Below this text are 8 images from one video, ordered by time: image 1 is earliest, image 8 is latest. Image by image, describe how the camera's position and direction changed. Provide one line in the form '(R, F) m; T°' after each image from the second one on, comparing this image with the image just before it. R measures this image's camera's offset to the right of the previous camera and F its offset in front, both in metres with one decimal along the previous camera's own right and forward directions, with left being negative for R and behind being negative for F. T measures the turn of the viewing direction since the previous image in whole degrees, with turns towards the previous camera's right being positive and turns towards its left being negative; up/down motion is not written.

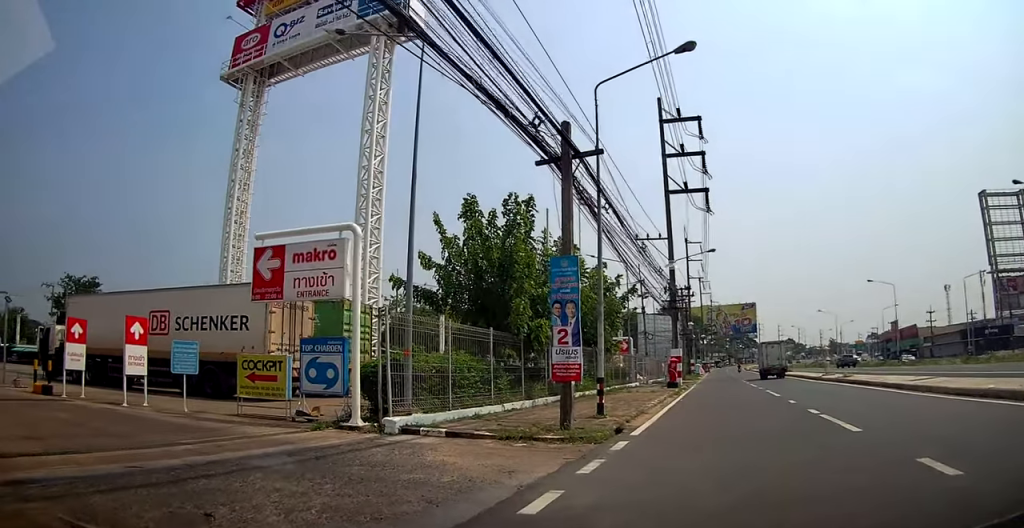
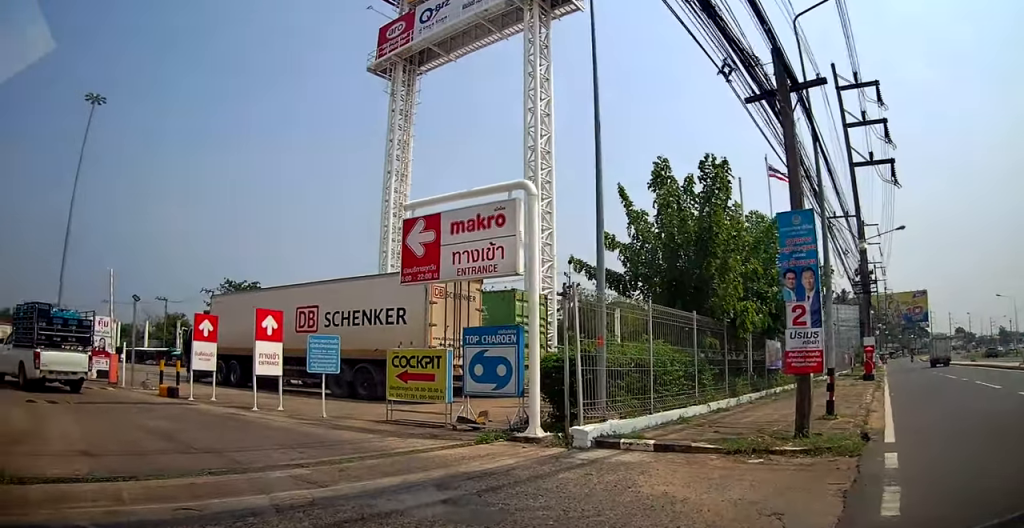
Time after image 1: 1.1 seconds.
(-0.5, +6.1) m; -9°
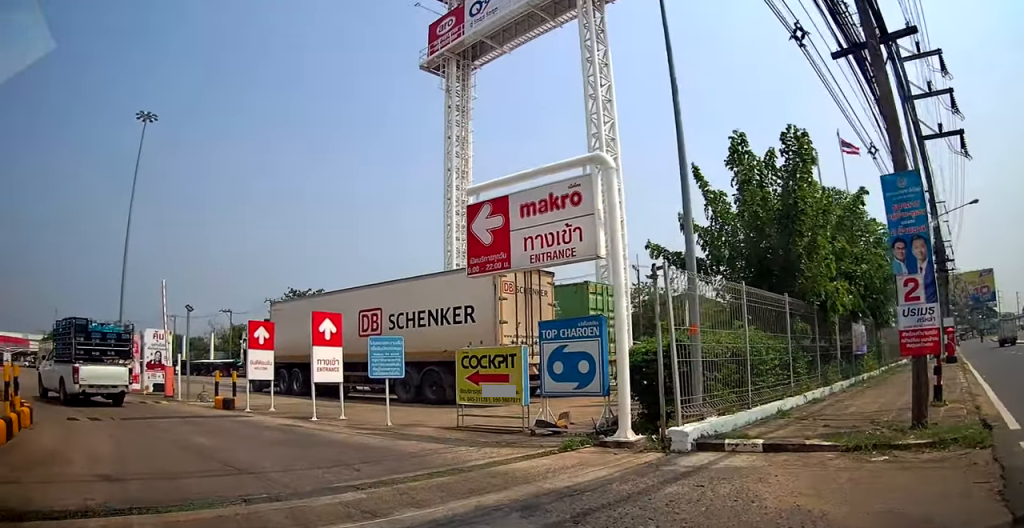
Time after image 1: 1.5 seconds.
(-0.2, +2.5) m; -3°
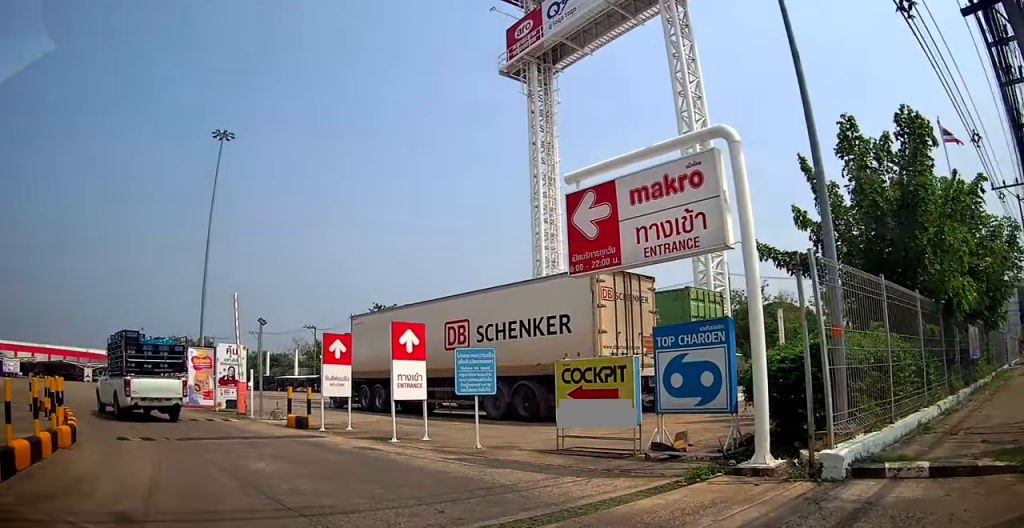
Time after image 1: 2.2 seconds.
(0.0, +3.4) m; 0°
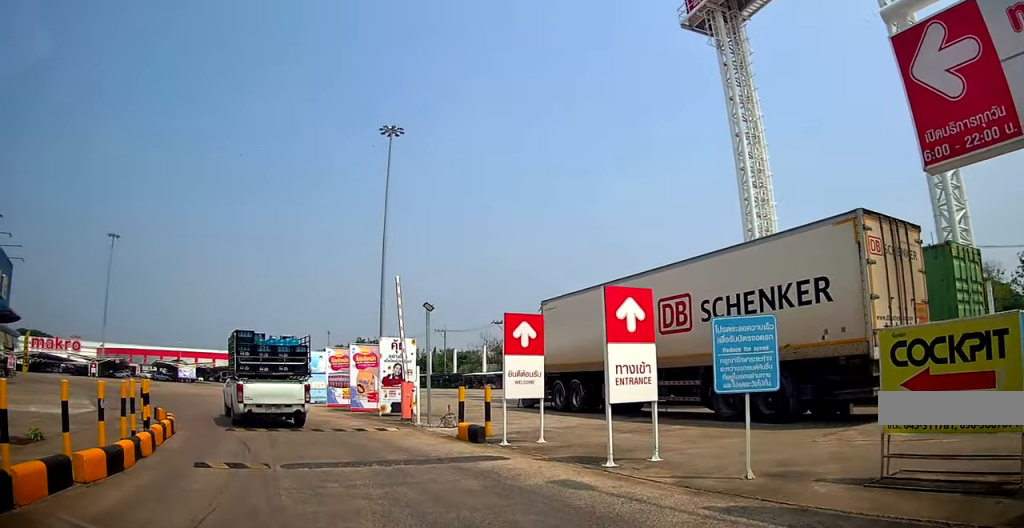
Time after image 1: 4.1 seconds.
(-0.9, +10.0) m; -14°
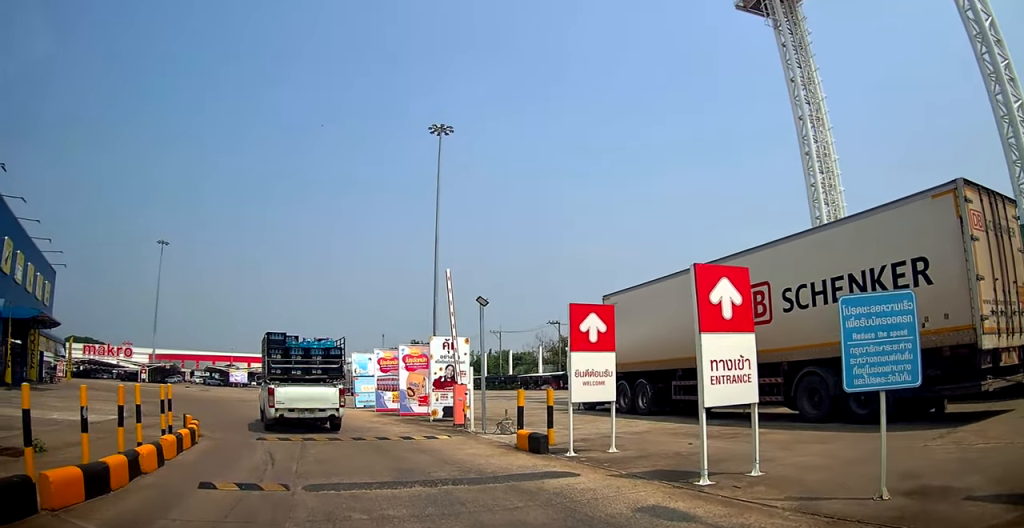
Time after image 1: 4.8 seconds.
(-0.2, +3.5) m; -2°
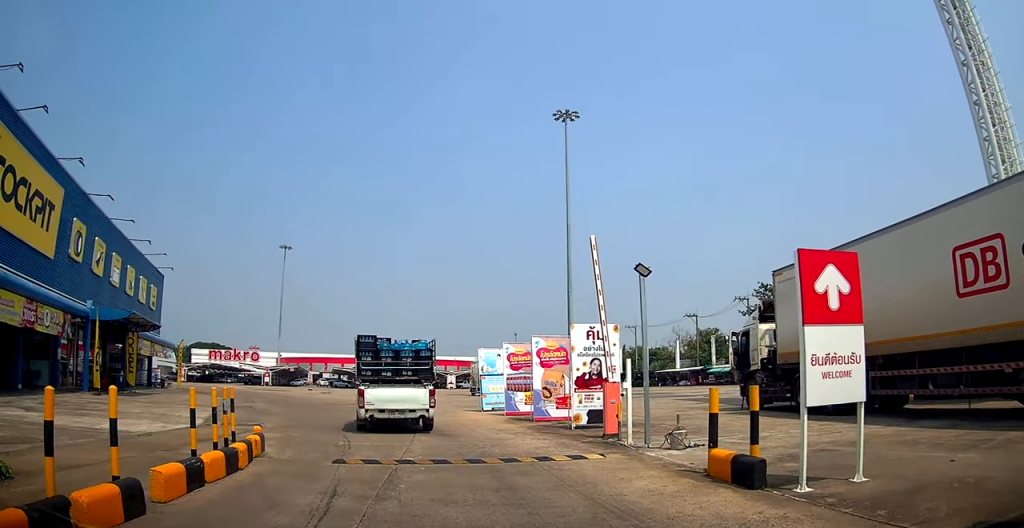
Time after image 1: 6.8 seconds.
(+0.3, +8.2) m; -6°
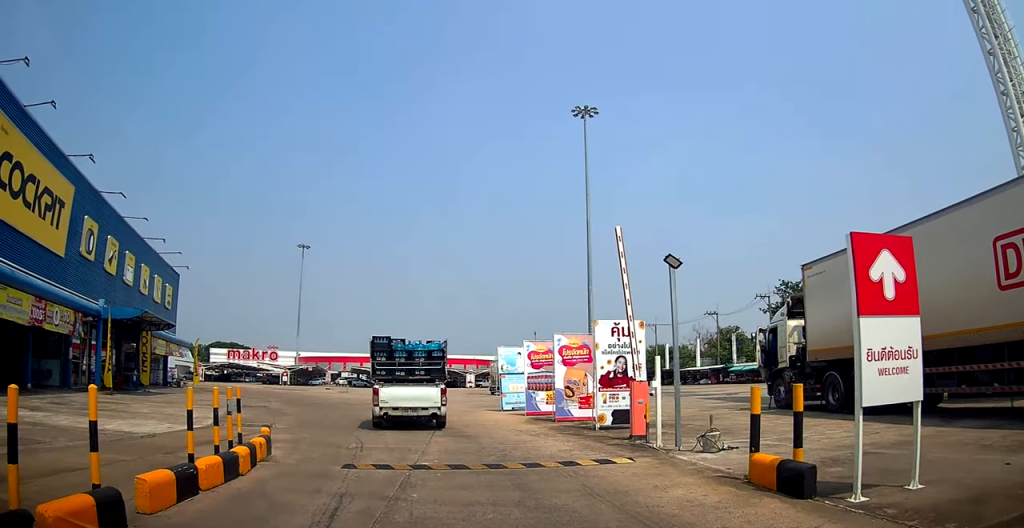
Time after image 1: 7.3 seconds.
(-0.3, +1.8) m; -6°
